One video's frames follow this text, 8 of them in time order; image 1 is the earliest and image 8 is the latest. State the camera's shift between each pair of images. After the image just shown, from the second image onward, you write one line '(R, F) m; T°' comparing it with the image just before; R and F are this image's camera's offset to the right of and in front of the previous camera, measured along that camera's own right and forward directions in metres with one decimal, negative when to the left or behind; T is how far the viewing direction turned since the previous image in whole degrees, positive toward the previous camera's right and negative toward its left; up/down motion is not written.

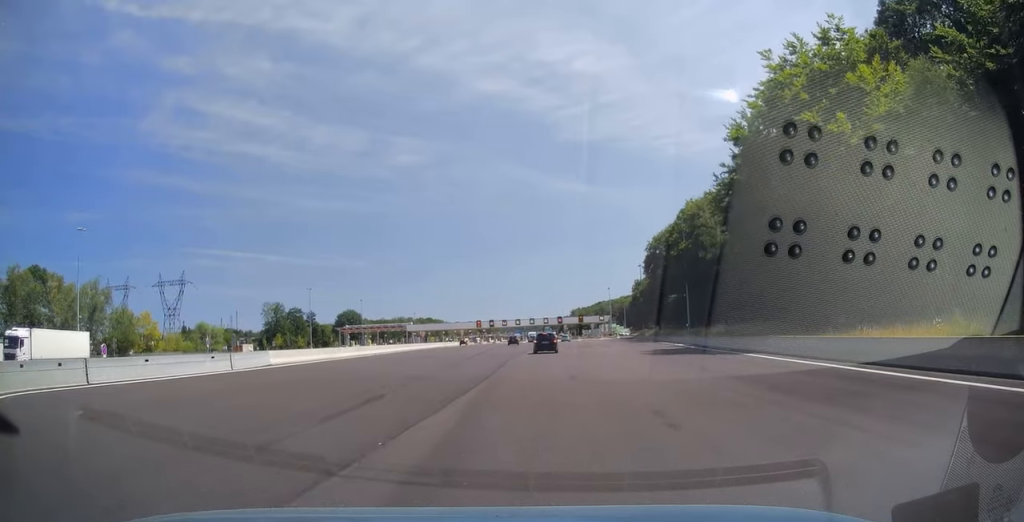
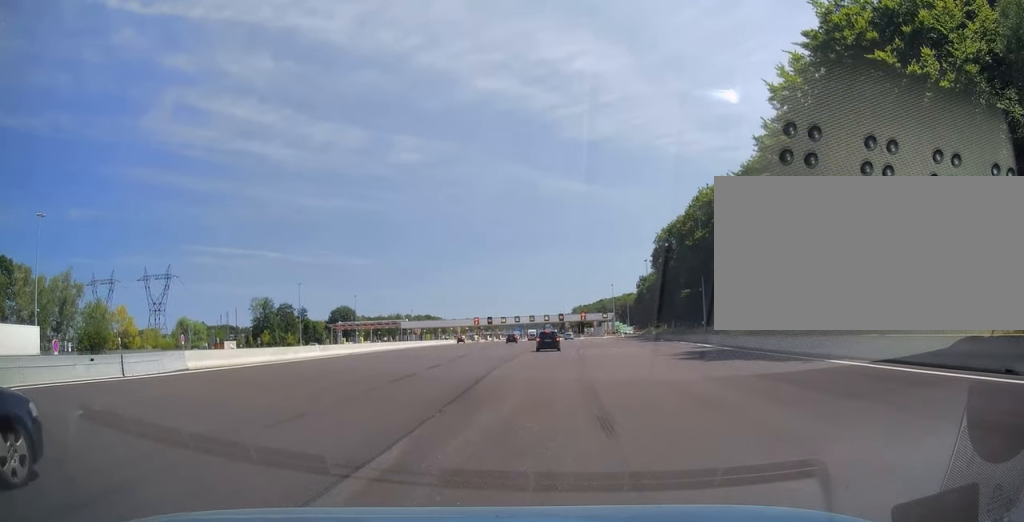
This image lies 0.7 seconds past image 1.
(0.0, +9.1) m; 0°
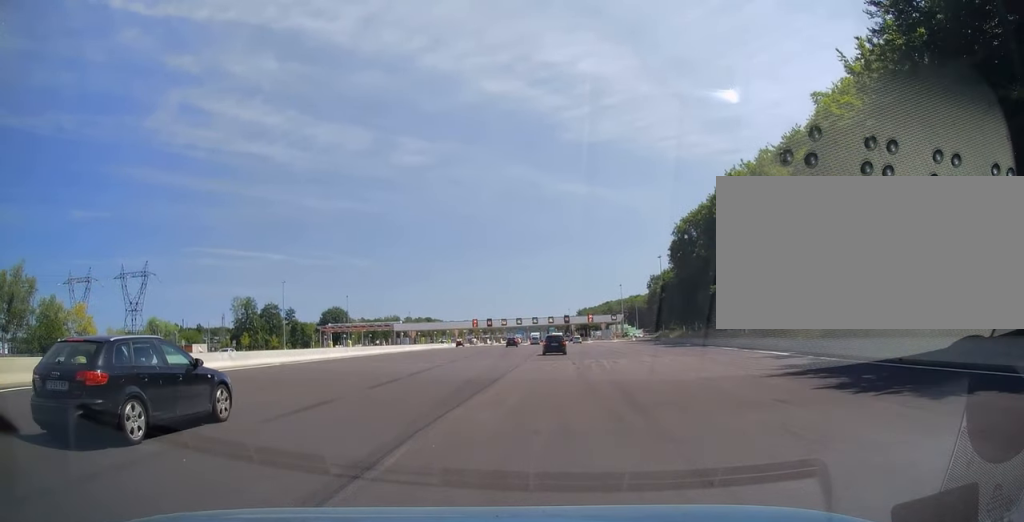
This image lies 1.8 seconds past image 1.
(0.0, +14.6) m; 0°
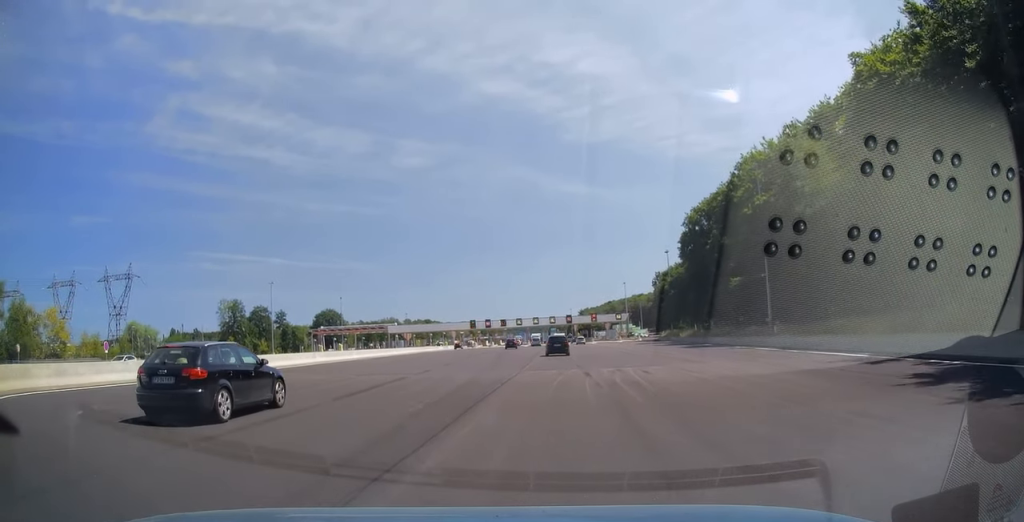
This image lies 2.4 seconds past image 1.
(0.0, +8.5) m; 0°
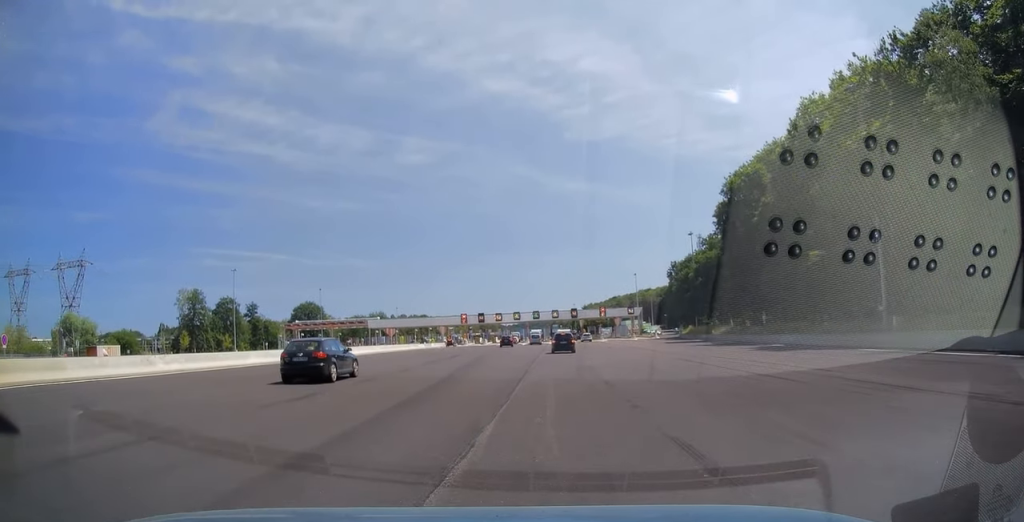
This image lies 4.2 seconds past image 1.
(0.0, +22.1) m; 0°
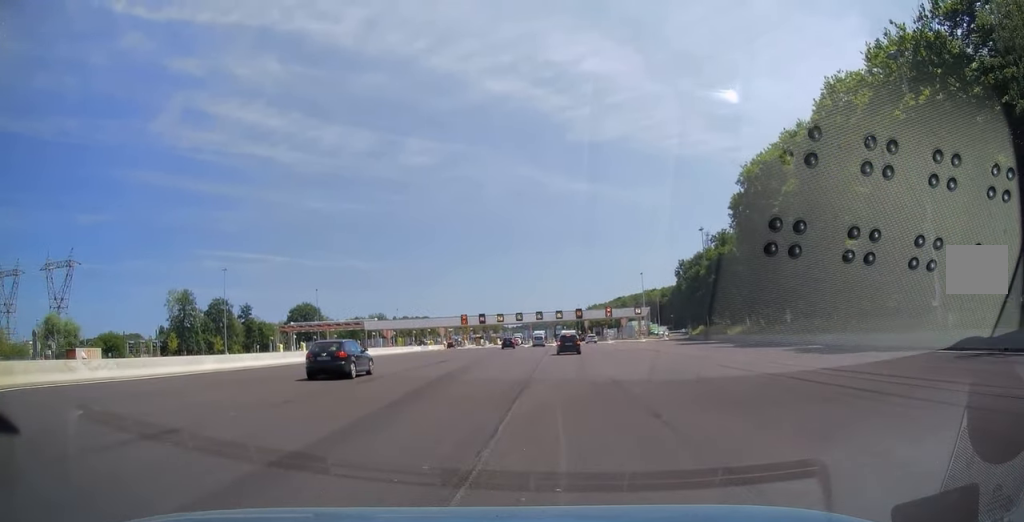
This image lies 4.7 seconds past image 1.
(0.0, +6.2) m; 0°
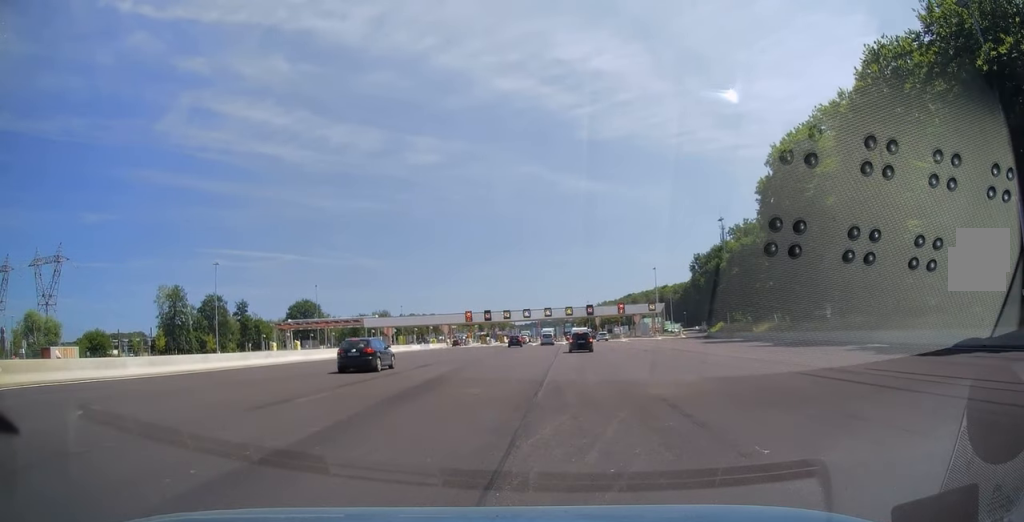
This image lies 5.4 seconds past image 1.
(0.0, +7.8) m; -1°
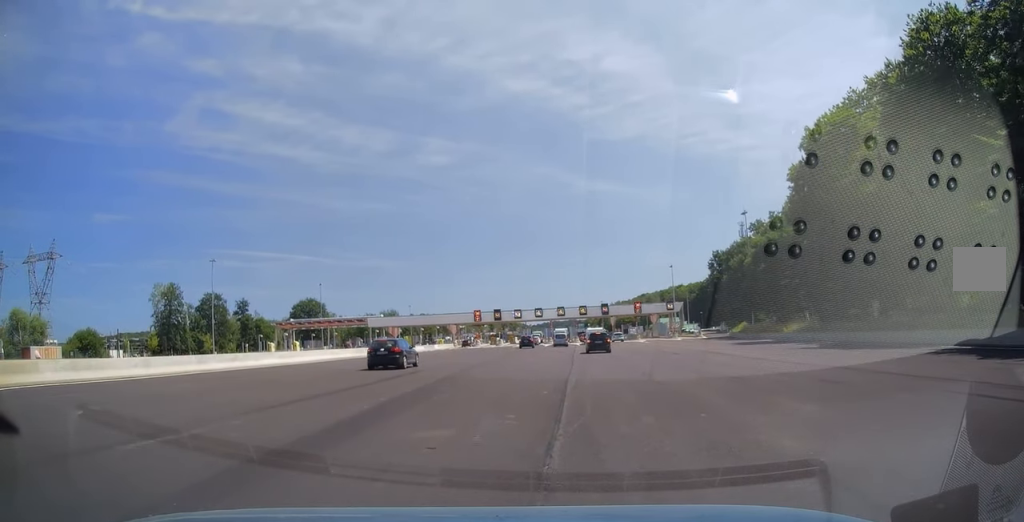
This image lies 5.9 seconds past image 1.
(0.0, +6.8) m; -1°
